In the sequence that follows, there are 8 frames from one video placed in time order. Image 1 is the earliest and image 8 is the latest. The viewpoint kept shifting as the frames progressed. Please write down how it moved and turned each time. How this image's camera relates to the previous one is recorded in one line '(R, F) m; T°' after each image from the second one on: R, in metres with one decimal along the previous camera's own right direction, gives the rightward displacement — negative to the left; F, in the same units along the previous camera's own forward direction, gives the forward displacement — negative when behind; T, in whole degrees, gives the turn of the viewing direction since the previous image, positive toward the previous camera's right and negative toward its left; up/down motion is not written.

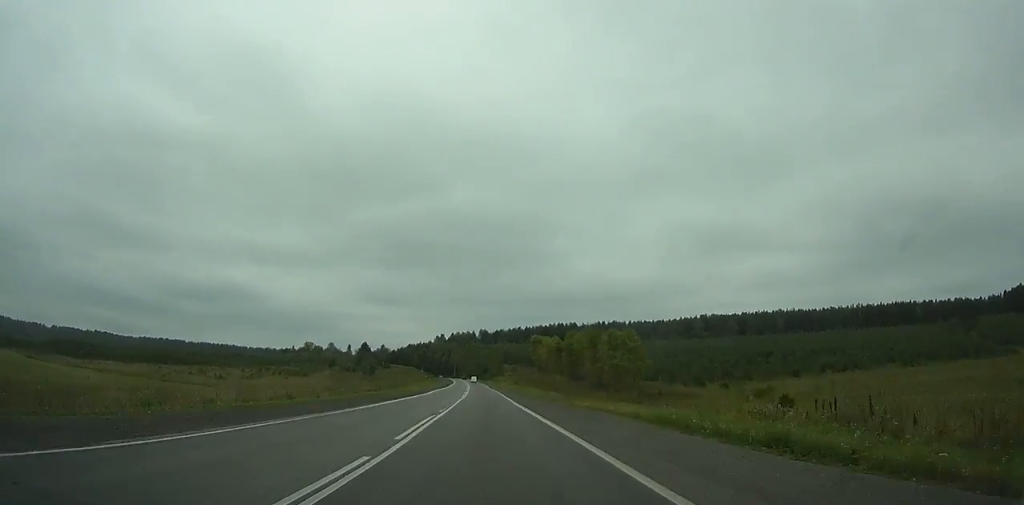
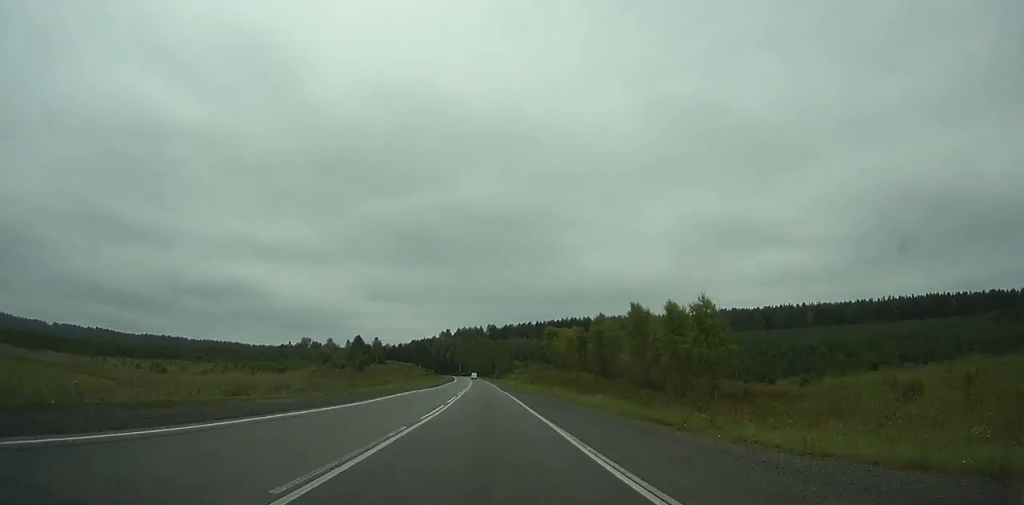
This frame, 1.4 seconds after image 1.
(-0.4, +30.8) m; -1°
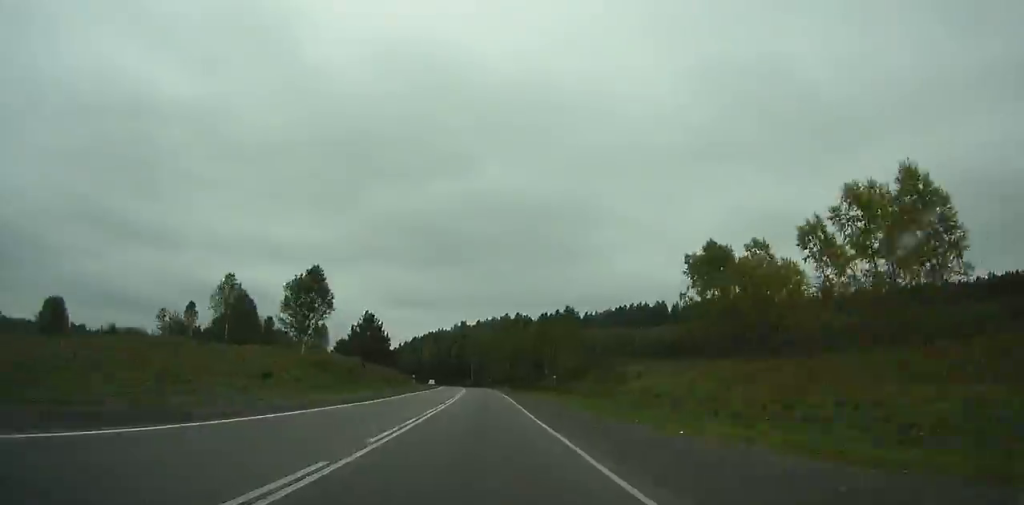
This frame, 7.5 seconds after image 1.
(-3.4, +136.3) m; -3°
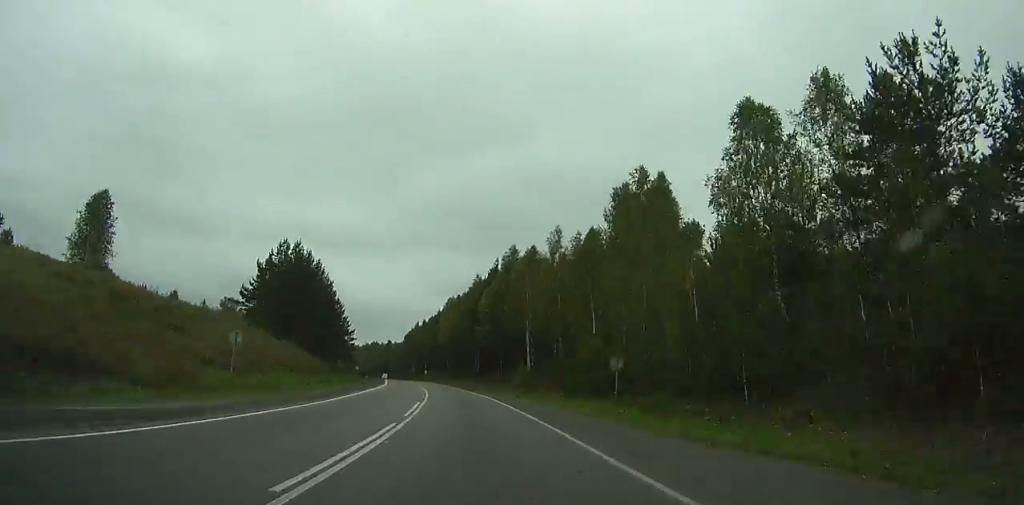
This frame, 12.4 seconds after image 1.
(-3.3, +111.9) m; -5°
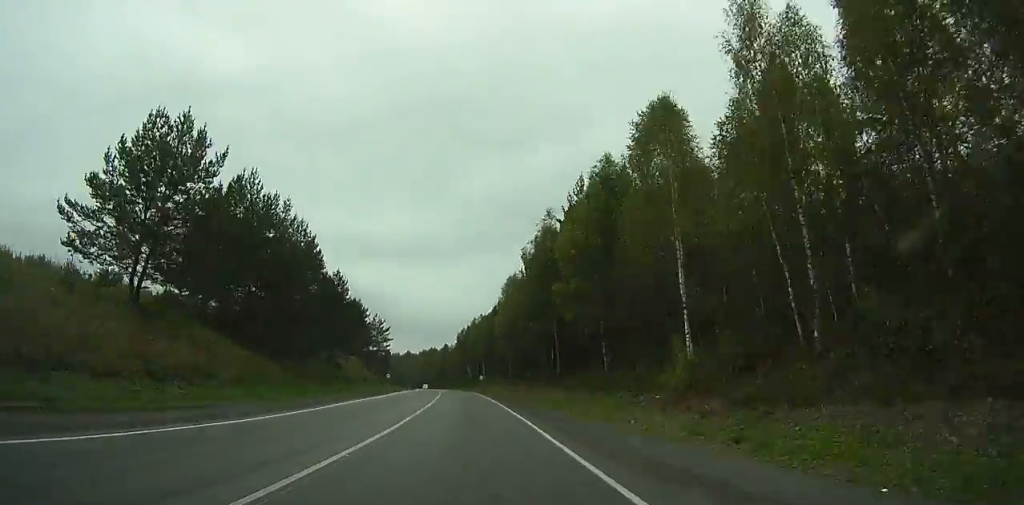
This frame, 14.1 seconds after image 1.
(-1.1, +39.0) m; -4°
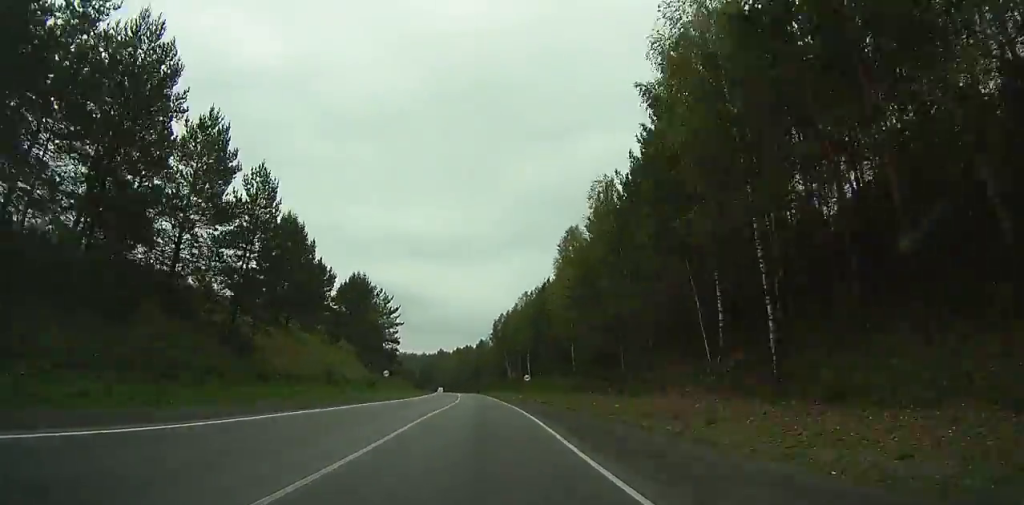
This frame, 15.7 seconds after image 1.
(-1.0, +36.5) m; -3°
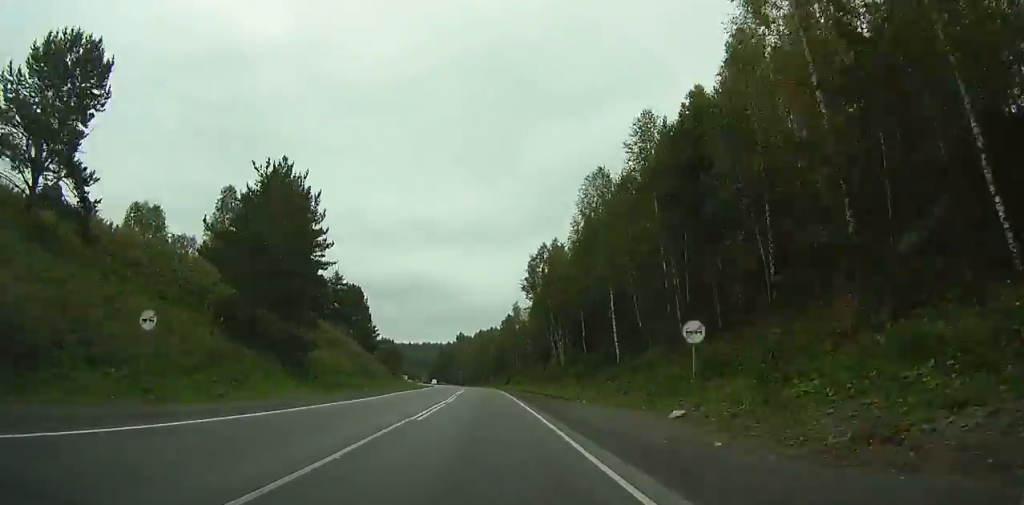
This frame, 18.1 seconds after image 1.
(-2.6, +54.5) m; -4°
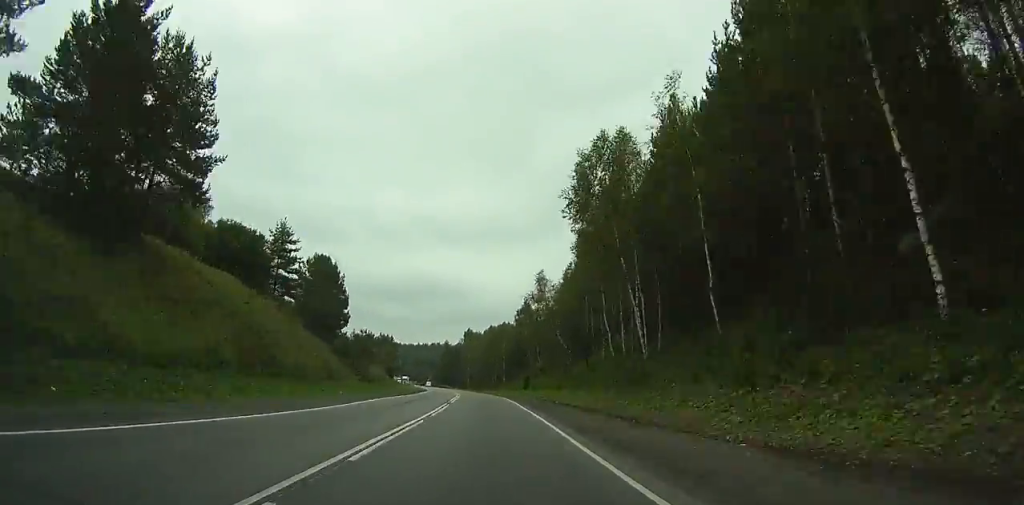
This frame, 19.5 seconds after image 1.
(-0.9, +31.5) m; -2°
